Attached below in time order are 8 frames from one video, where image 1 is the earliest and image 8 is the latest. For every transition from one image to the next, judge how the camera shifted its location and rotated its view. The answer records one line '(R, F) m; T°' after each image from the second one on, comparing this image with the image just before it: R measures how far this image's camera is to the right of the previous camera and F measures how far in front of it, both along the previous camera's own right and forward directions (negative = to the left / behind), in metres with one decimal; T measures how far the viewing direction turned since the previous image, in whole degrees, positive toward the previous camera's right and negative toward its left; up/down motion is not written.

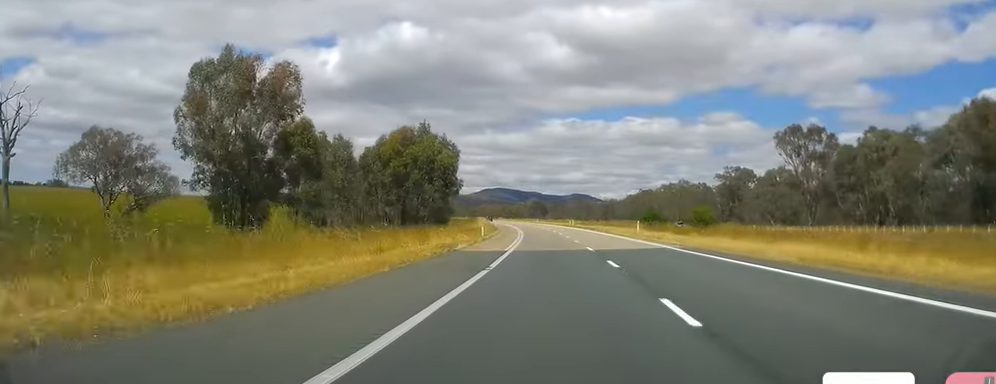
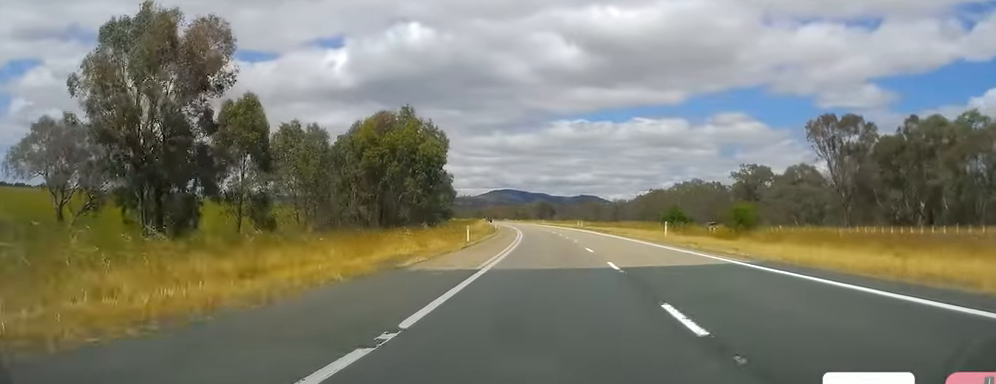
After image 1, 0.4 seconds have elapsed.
(0.0, +12.4) m; 0°
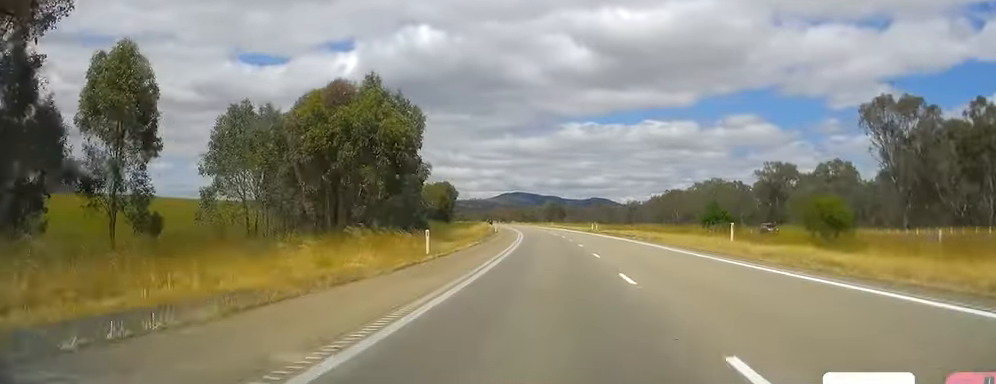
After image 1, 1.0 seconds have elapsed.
(-0.3, +16.3) m; -1°
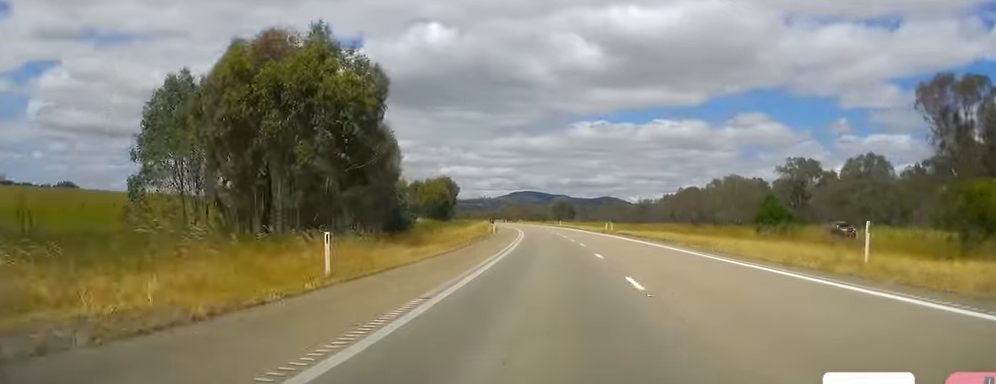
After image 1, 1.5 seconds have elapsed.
(-0.1, +13.4) m; -1°
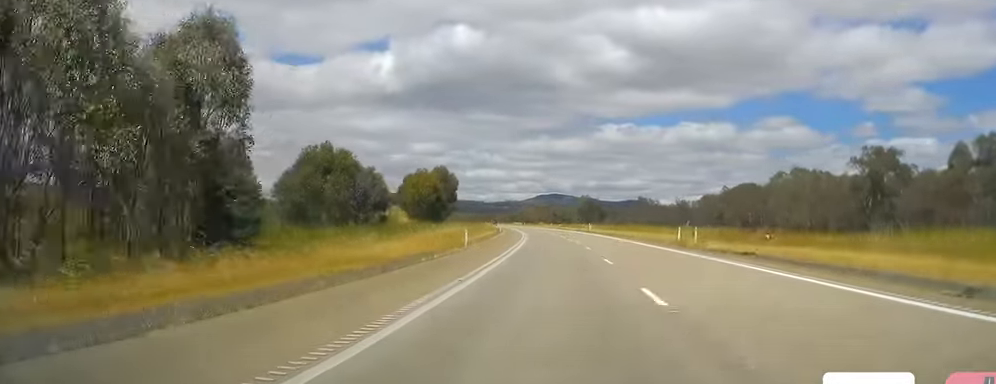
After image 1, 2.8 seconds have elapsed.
(-0.9, +38.2) m; -3°
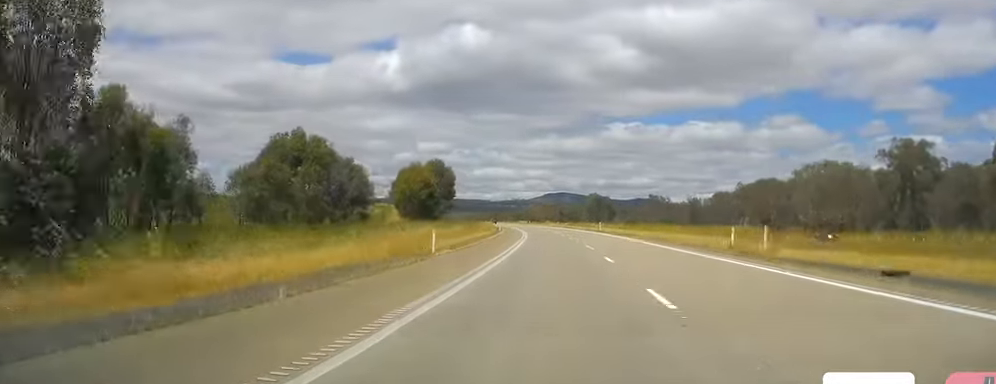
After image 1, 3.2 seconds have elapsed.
(-0.2, +12.4) m; -1°
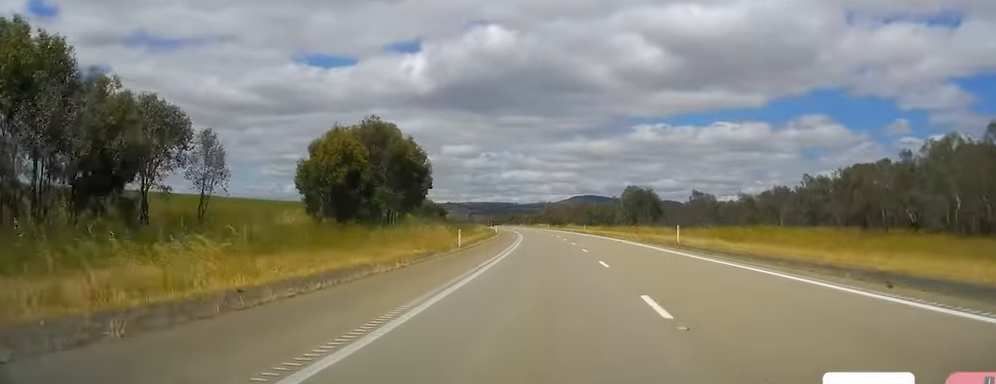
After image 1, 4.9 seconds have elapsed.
(0.0, +48.5) m; -1°
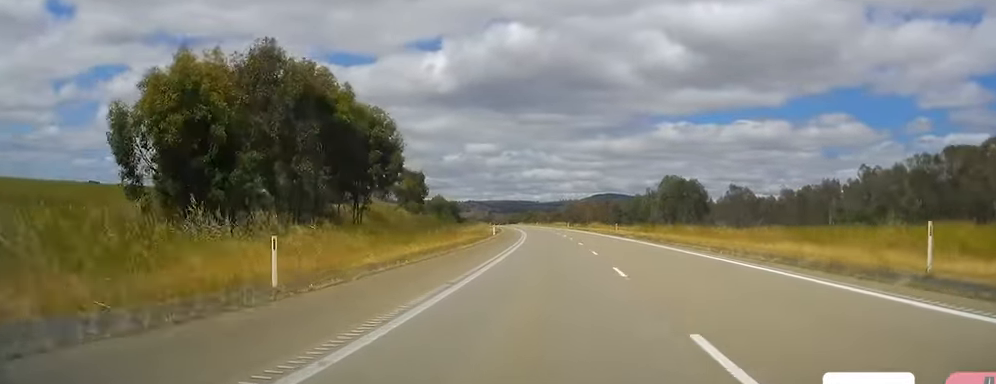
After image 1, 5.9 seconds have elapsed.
(-0.2, +28.4) m; -1°
